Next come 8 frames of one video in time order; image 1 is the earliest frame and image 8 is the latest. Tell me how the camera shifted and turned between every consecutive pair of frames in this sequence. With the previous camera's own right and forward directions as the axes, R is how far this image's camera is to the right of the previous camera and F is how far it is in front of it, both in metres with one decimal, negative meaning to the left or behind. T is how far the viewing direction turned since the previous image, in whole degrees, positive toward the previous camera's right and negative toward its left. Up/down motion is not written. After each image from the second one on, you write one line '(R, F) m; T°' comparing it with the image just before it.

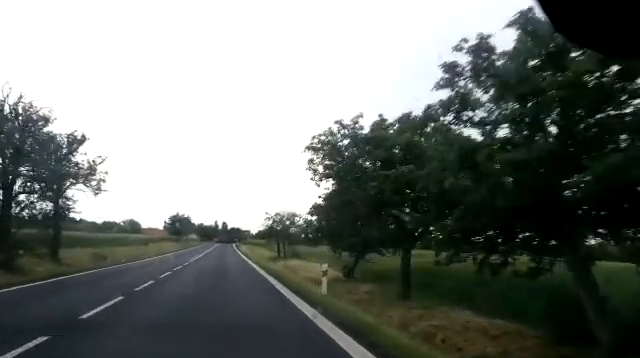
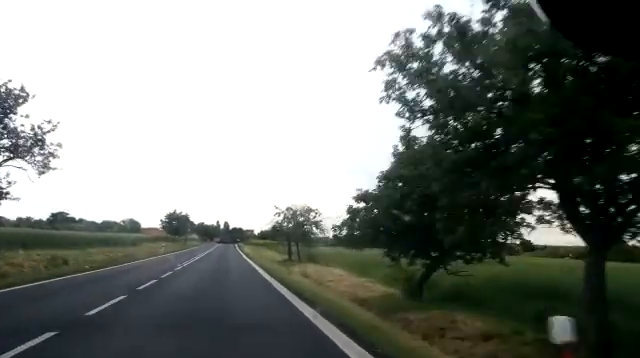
(0.0, +9.2) m; 0°
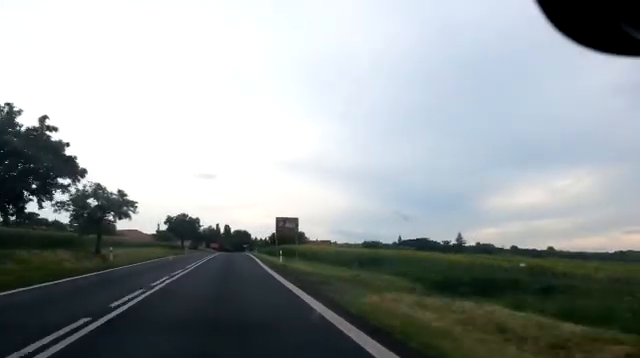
(-0.2, +71.6) m; 0°
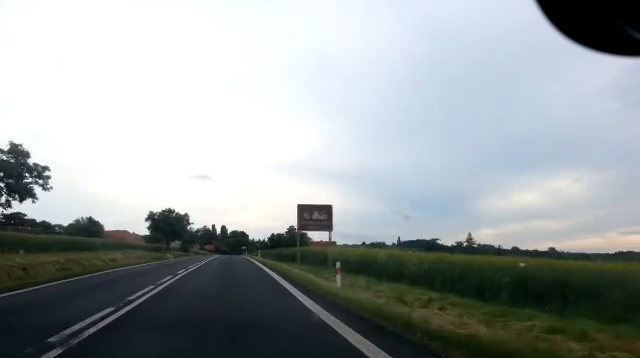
(-0.1, +16.0) m; 0°
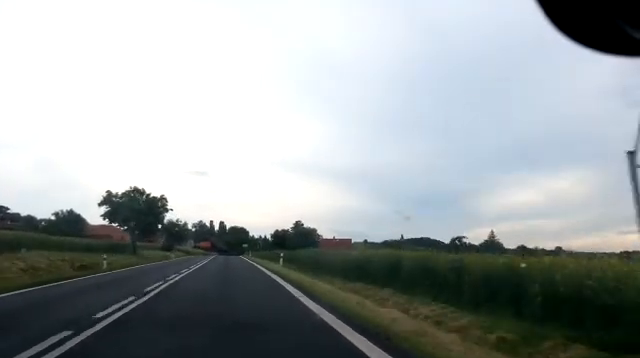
(0.0, +24.0) m; +1°
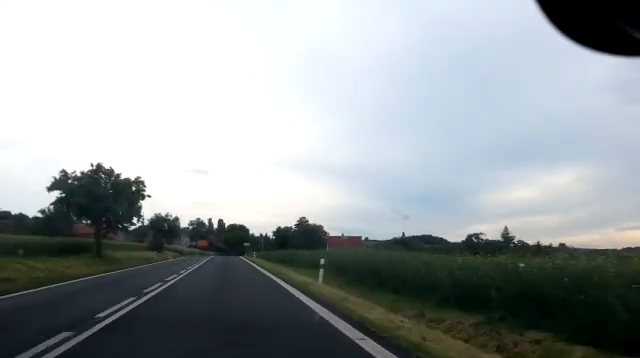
(0.0, +12.8) m; 0°
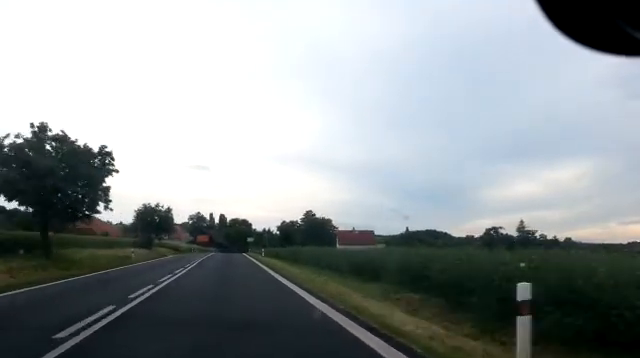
(+0.1, +10.8) m; 0°
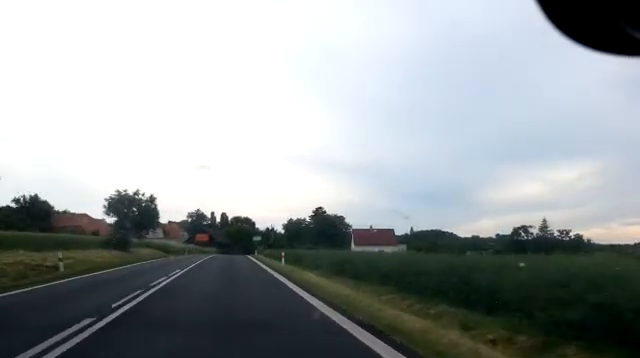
(0.0, +14.6) m; 0°
